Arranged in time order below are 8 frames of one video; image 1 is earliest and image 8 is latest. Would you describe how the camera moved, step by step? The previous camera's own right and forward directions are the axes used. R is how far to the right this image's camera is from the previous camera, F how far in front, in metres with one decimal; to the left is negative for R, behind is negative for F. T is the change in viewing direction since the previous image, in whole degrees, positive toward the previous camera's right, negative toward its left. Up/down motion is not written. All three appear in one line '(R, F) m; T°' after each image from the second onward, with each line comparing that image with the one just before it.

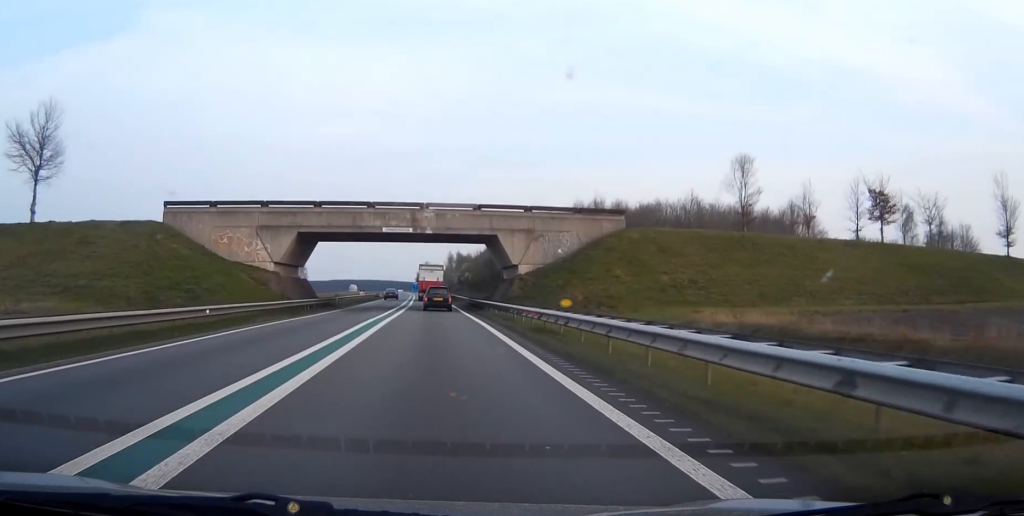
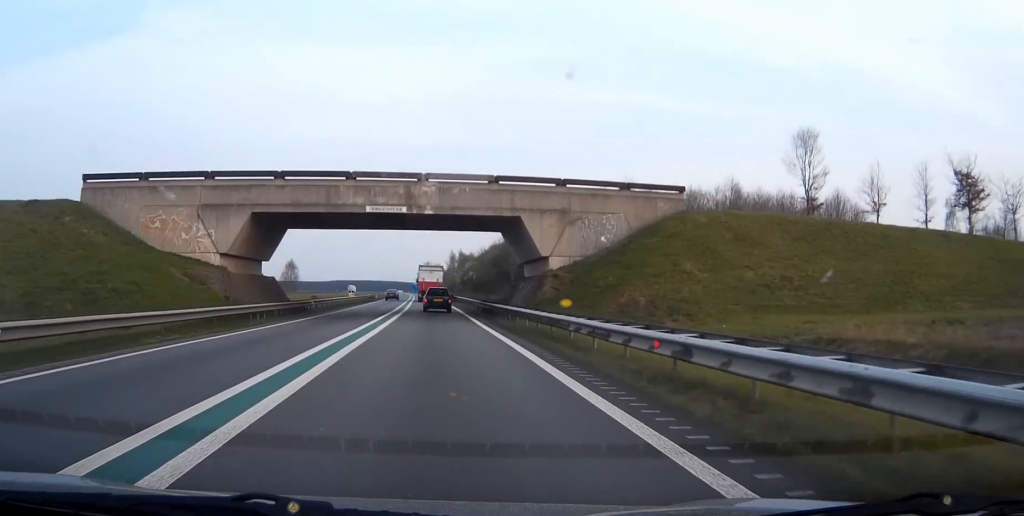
(0.0, +12.3) m; 0°
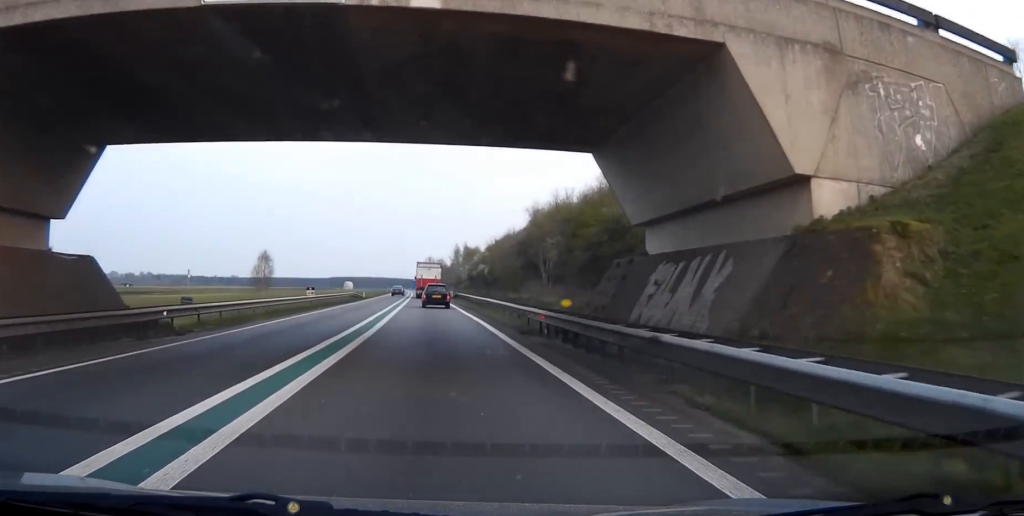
(0.0, +25.5) m; 0°
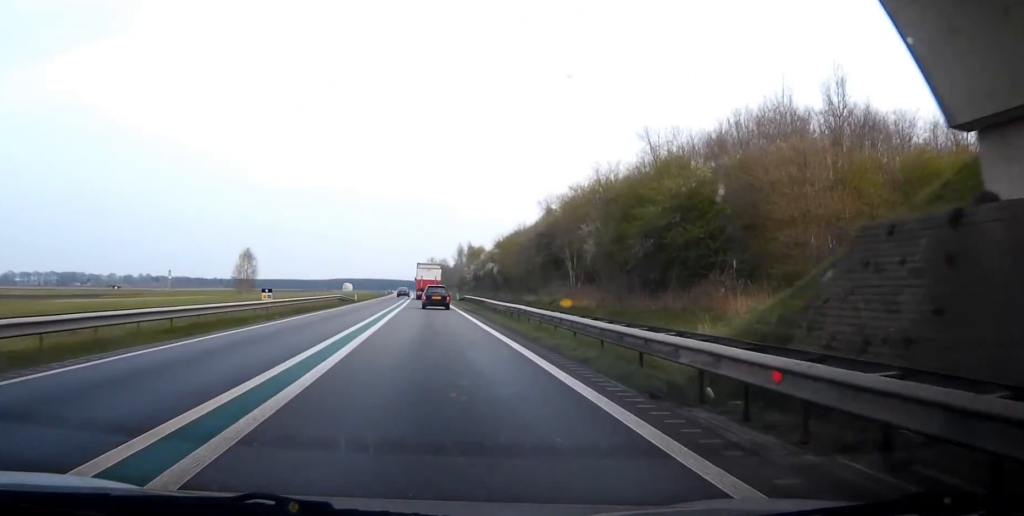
(0.0, +13.2) m; 0°
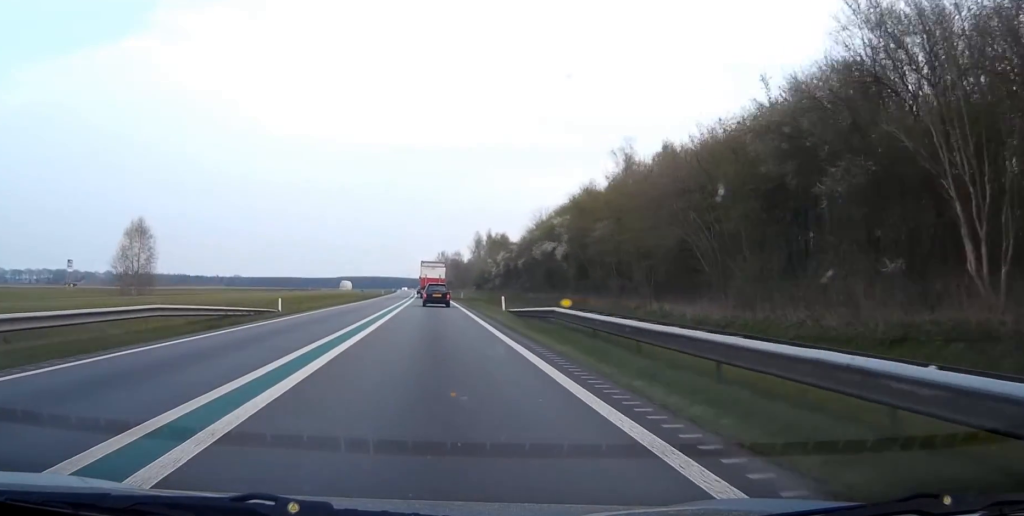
(-0.4, +46.2) m; -1°
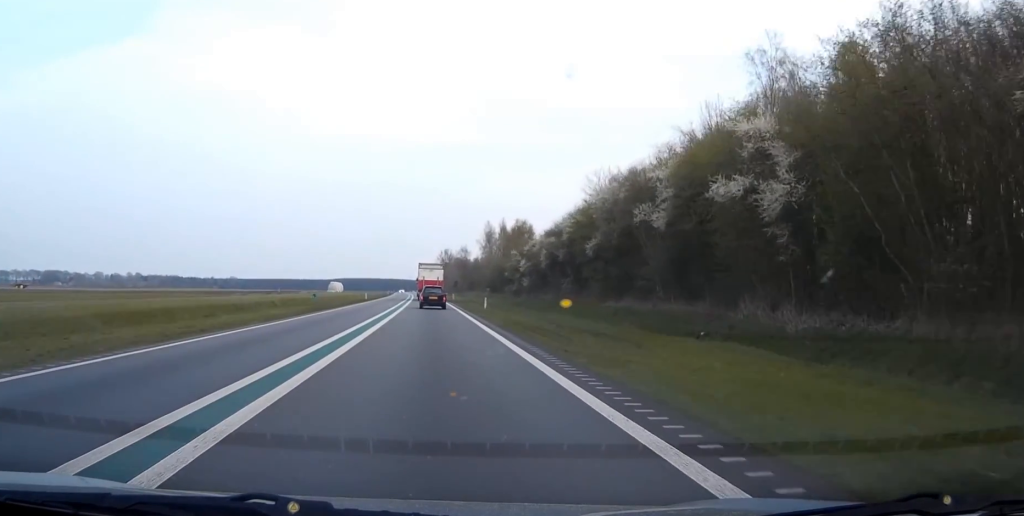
(+0.1, +36.9) m; +1°
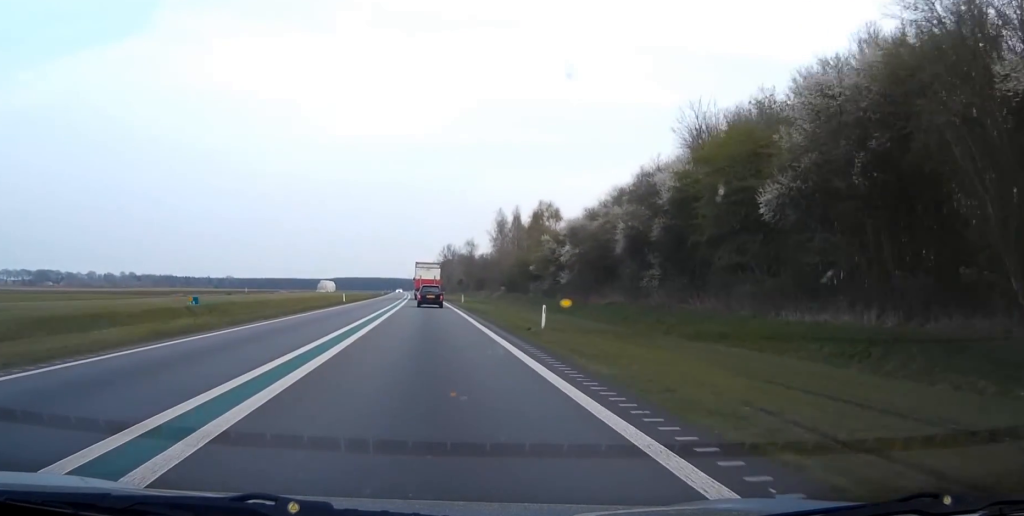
(+0.1, +26.7) m; 0°
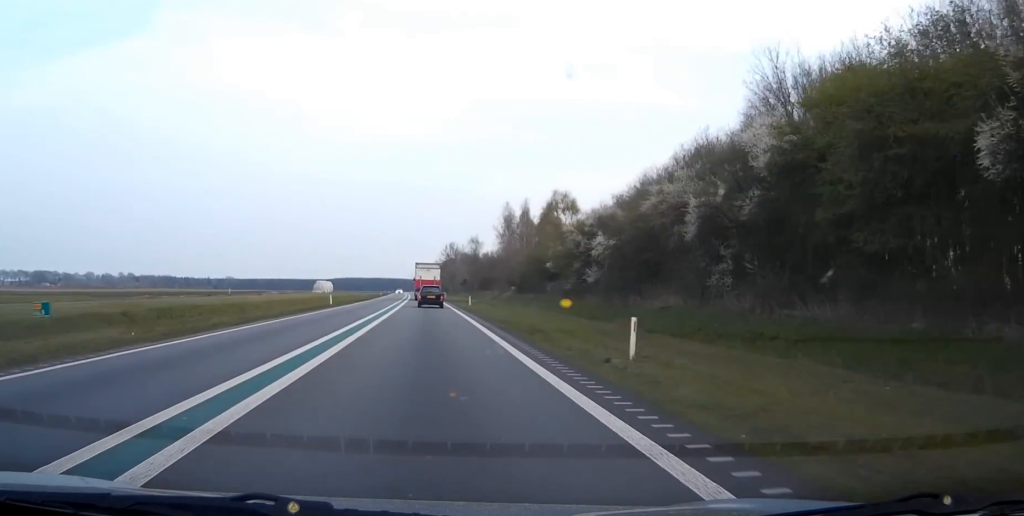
(0.0, +11.0) m; 0°
